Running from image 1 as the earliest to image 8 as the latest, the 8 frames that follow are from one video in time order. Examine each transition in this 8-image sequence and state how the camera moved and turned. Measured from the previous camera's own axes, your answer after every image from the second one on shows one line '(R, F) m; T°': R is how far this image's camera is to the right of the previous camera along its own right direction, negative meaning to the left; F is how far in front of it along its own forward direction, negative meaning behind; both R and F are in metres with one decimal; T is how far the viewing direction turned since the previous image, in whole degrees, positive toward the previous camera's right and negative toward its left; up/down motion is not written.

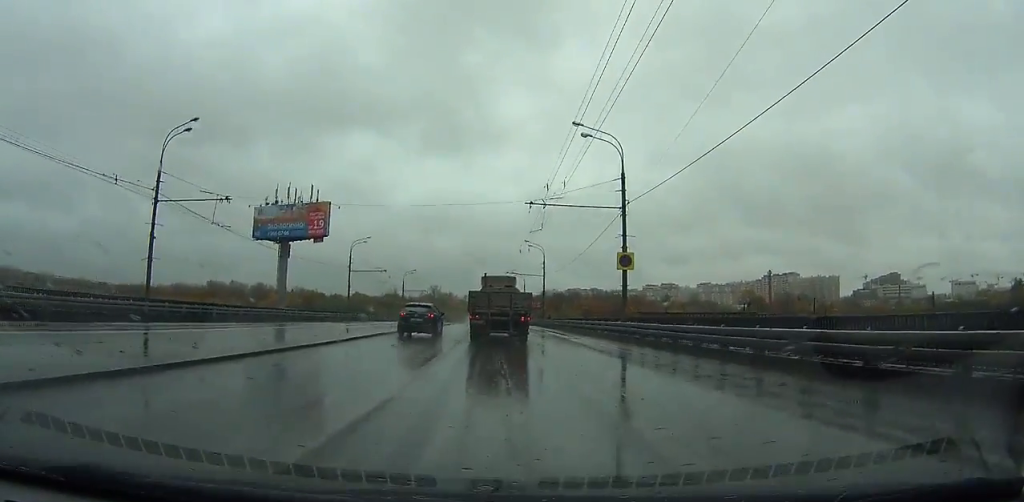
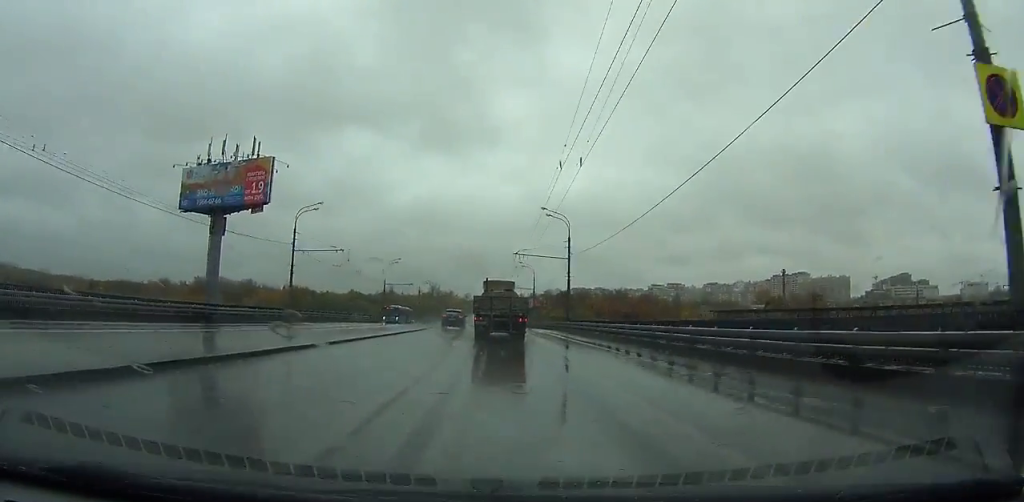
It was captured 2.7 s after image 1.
(-0.3, +24.0) m; -1°
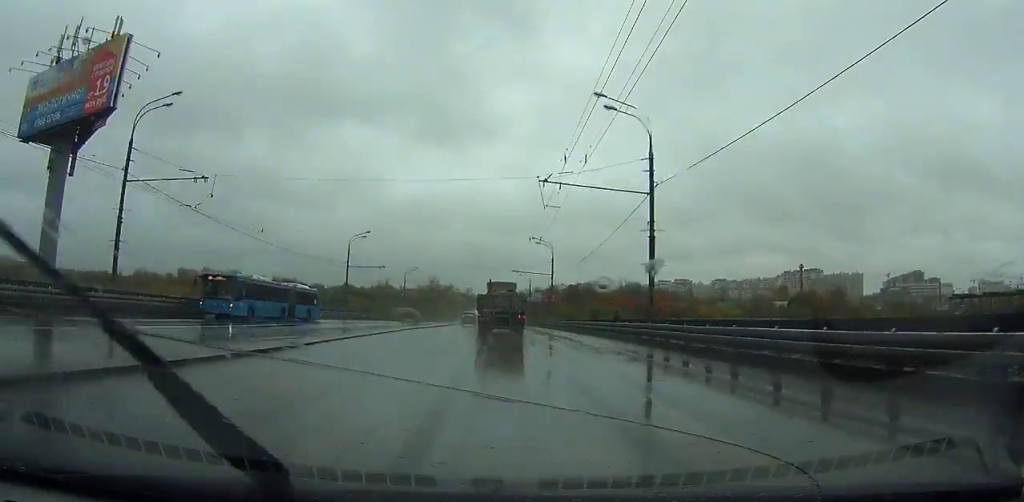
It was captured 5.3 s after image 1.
(0.0, +27.1) m; 0°
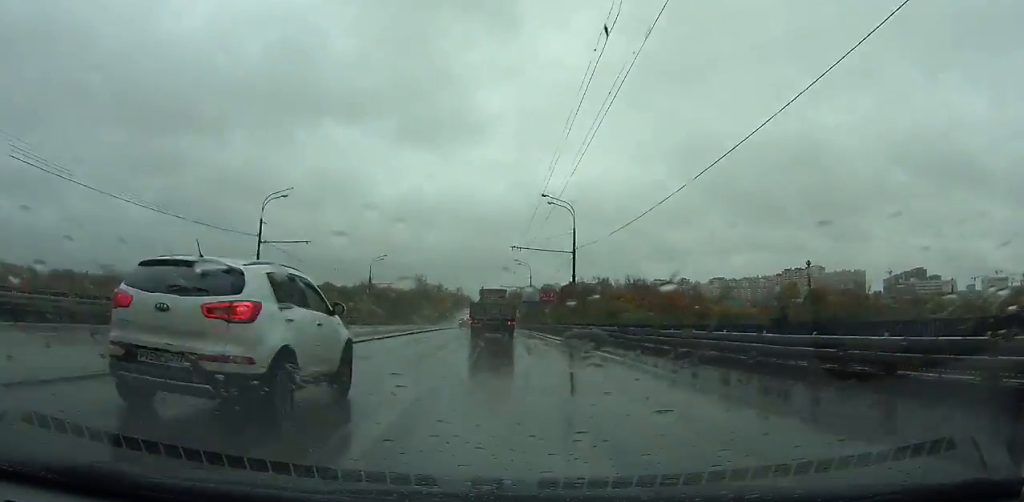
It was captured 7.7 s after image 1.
(+0.2, +28.3) m; 0°
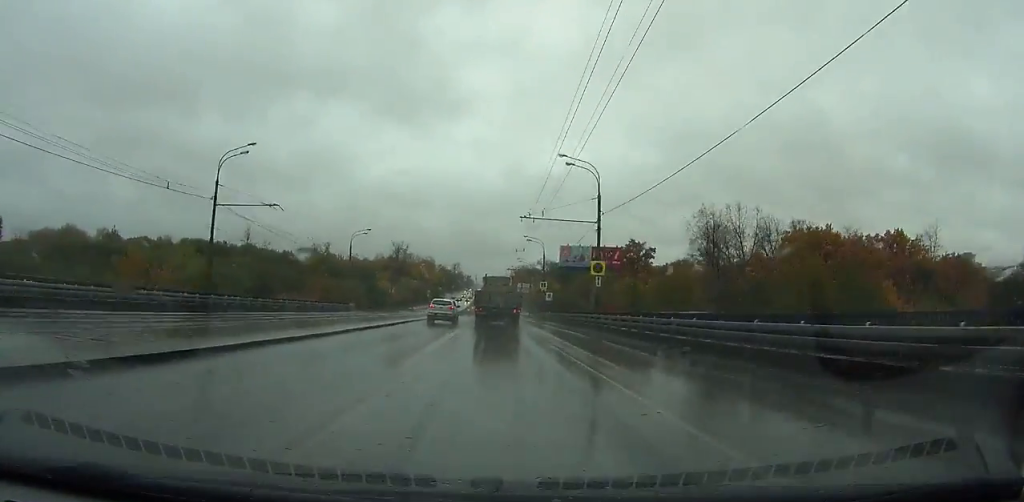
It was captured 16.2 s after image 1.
(-0.1, +110.9) m; 0°
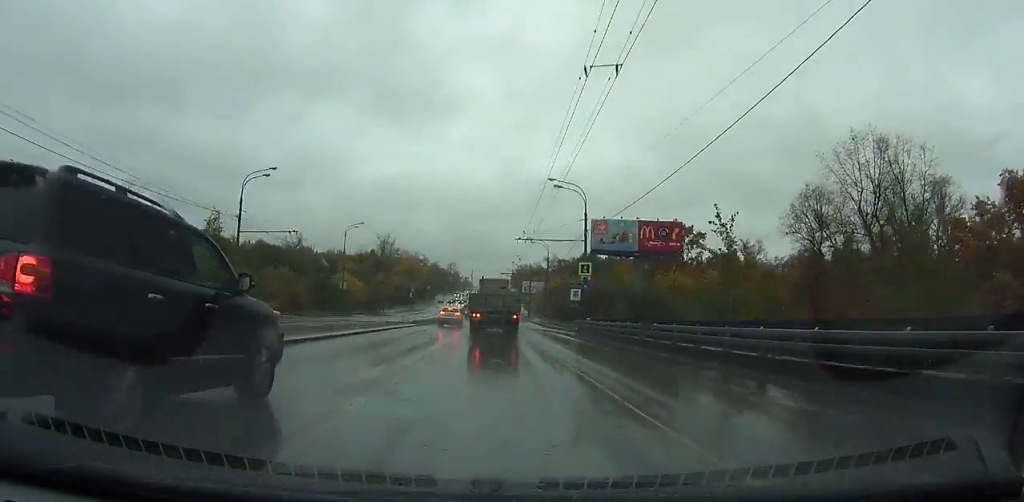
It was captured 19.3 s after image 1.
(+0.2, +38.1) m; +1°
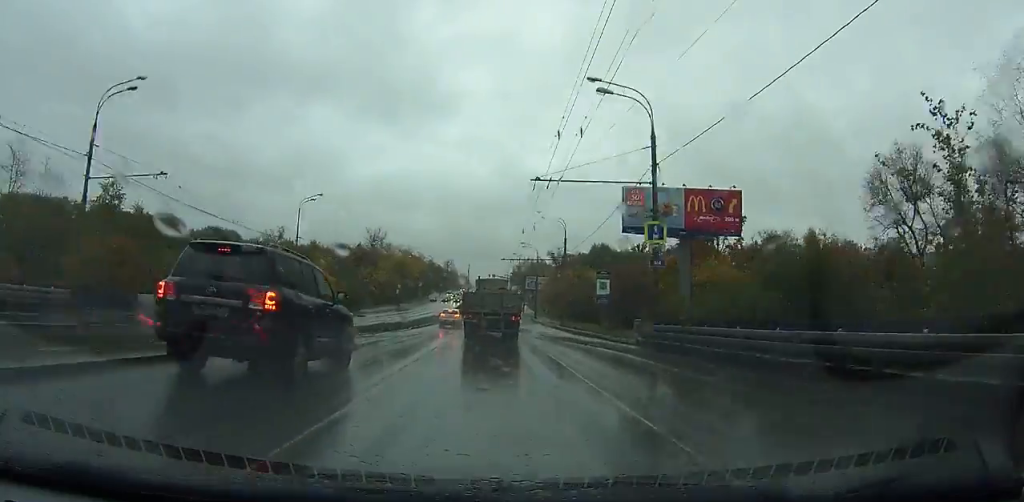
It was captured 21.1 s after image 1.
(+0.1, +20.8) m; 0°
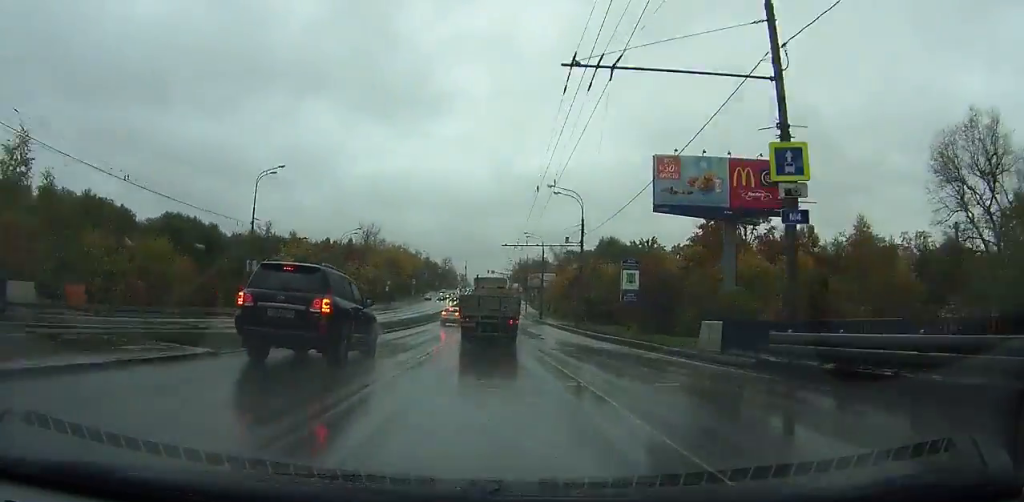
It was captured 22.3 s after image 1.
(0.0, +11.5) m; 0°
